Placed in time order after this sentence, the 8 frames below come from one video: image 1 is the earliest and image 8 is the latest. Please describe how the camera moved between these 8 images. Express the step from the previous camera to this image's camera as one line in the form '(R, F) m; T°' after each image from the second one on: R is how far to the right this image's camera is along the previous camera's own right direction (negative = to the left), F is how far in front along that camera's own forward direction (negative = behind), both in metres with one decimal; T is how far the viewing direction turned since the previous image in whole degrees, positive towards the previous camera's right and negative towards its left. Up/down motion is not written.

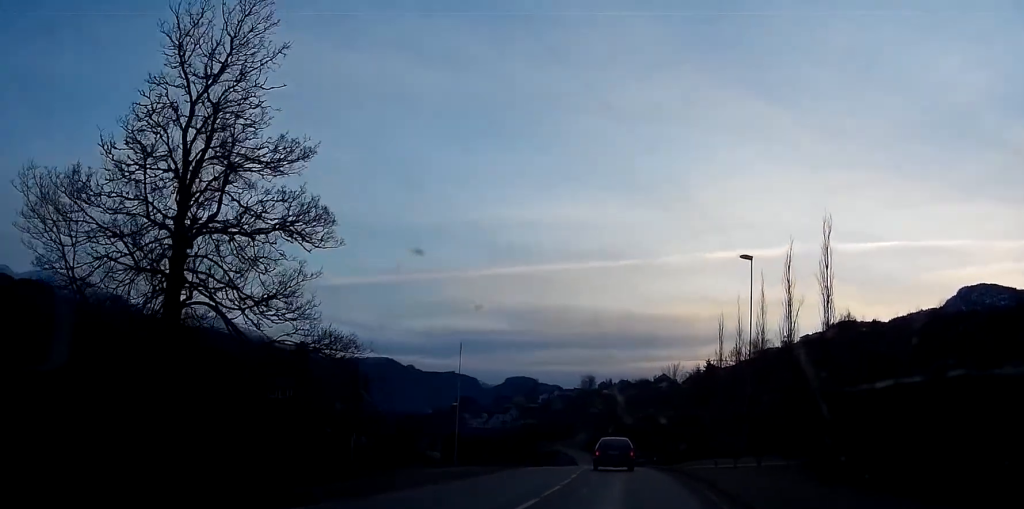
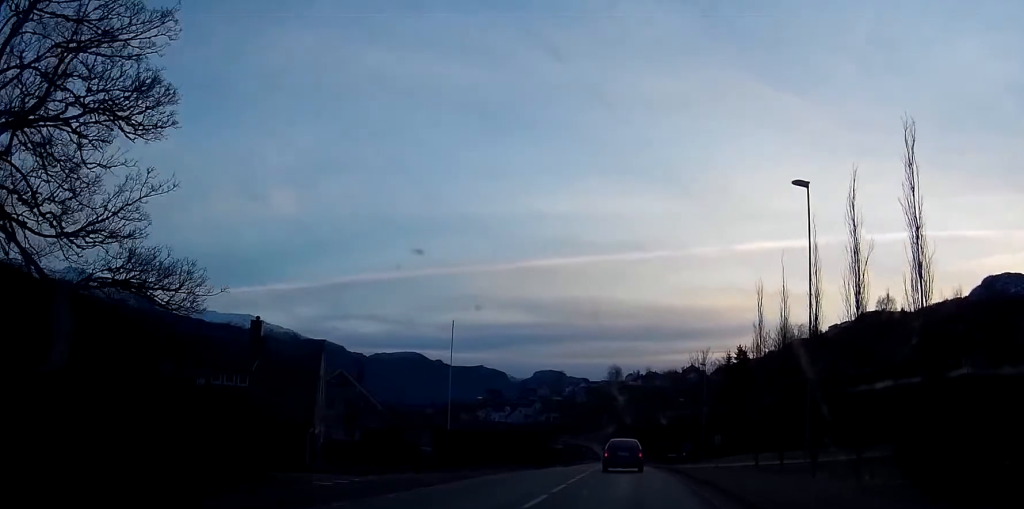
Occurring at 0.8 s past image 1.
(-0.3, +10.4) m; -2°
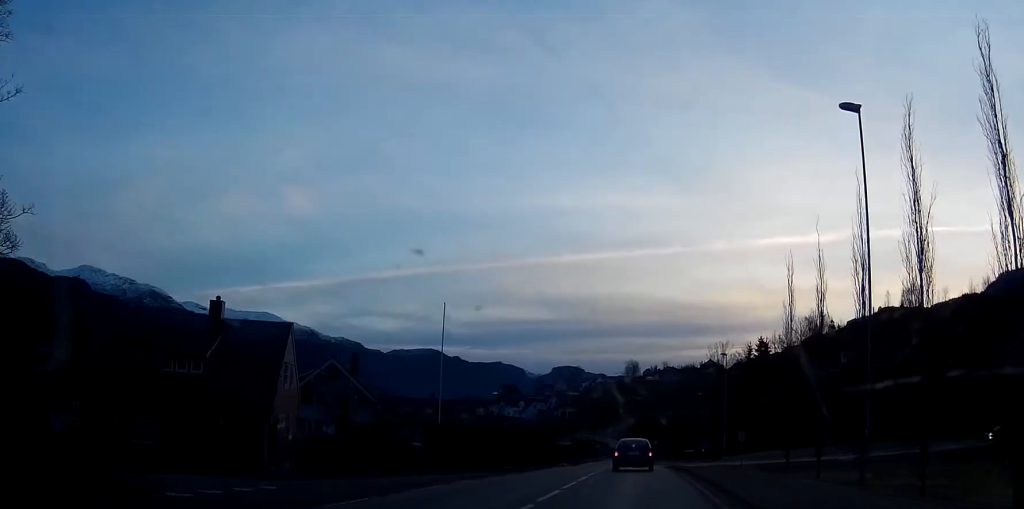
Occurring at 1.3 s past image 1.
(-0.1, +6.3) m; -1°
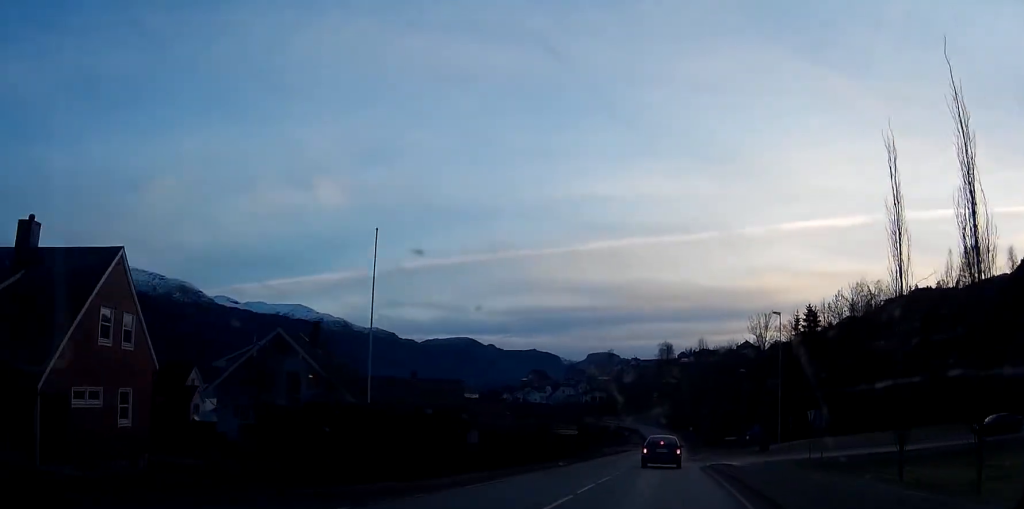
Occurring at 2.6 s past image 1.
(-0.3, +16.4) m; -2°
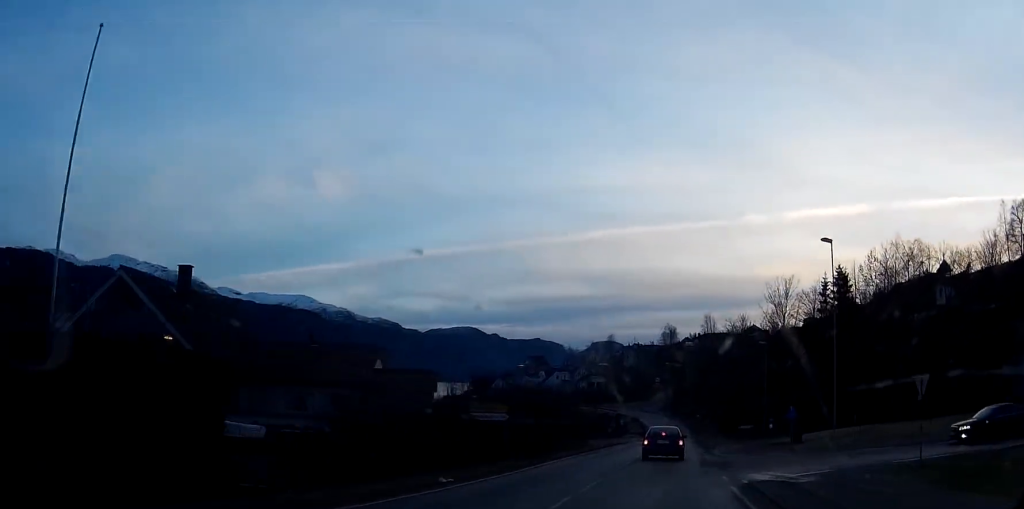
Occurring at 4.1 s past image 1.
(-0.1, +18.7) m; 0°
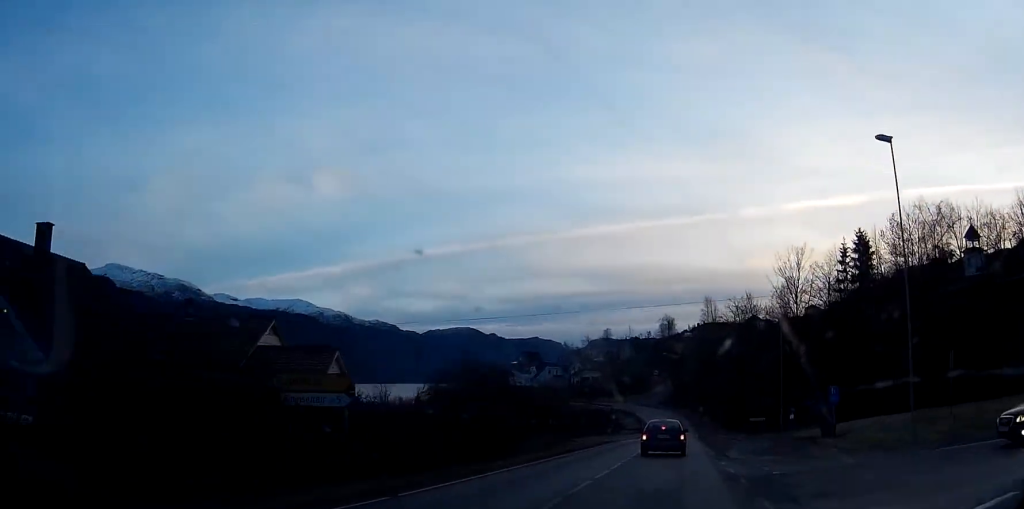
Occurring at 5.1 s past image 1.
(+0.1, +12.6) m; +1°
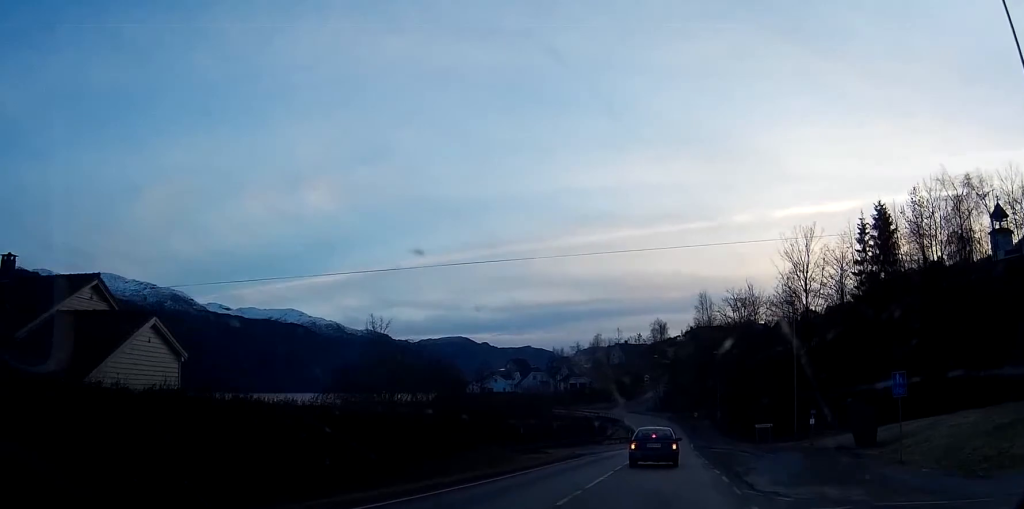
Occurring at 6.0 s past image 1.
(0.0, +12.0) m; 0°
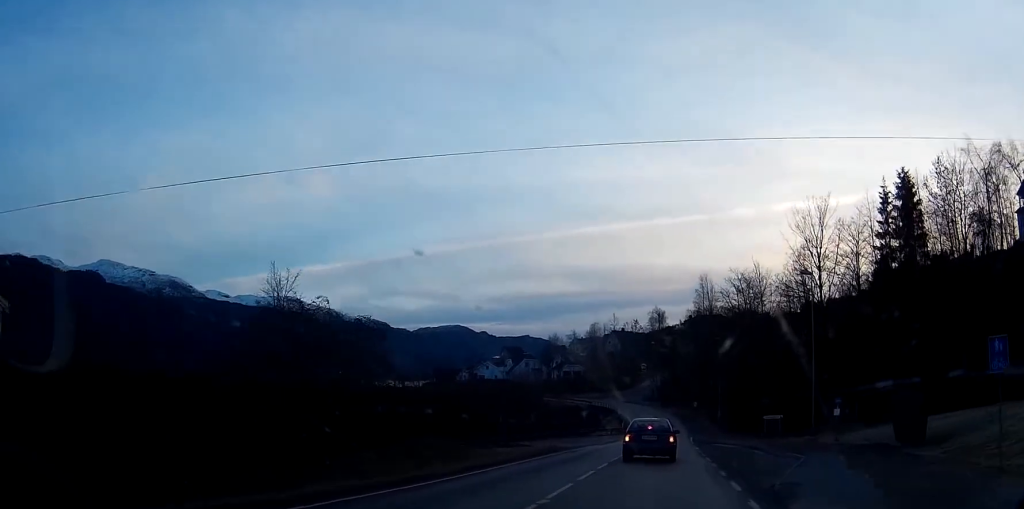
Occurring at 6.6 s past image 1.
(+0.1, +8.4) m; 0°
